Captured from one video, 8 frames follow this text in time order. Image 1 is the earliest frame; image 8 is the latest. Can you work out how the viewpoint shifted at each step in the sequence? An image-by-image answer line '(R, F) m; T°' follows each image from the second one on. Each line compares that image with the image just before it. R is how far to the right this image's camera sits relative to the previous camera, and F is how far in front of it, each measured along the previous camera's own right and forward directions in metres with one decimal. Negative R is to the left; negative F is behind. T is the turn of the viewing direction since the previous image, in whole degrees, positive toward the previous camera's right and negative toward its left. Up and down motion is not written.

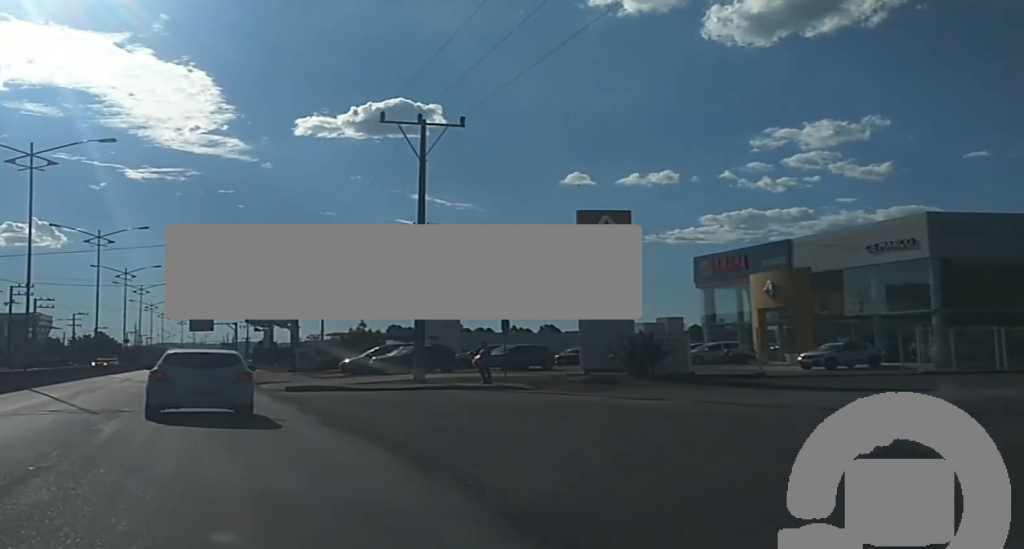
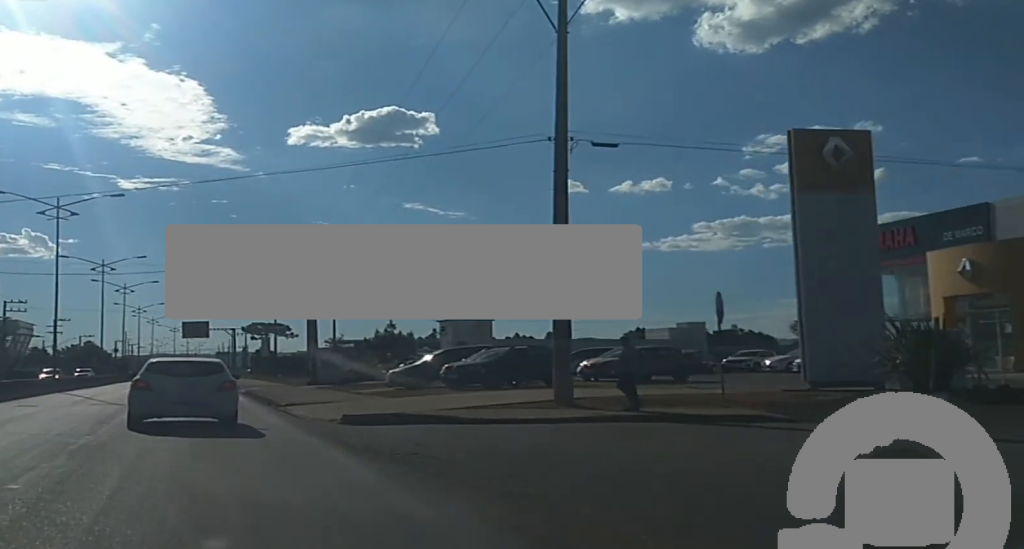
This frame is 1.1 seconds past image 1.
(0.0, +15.1) m; 0°
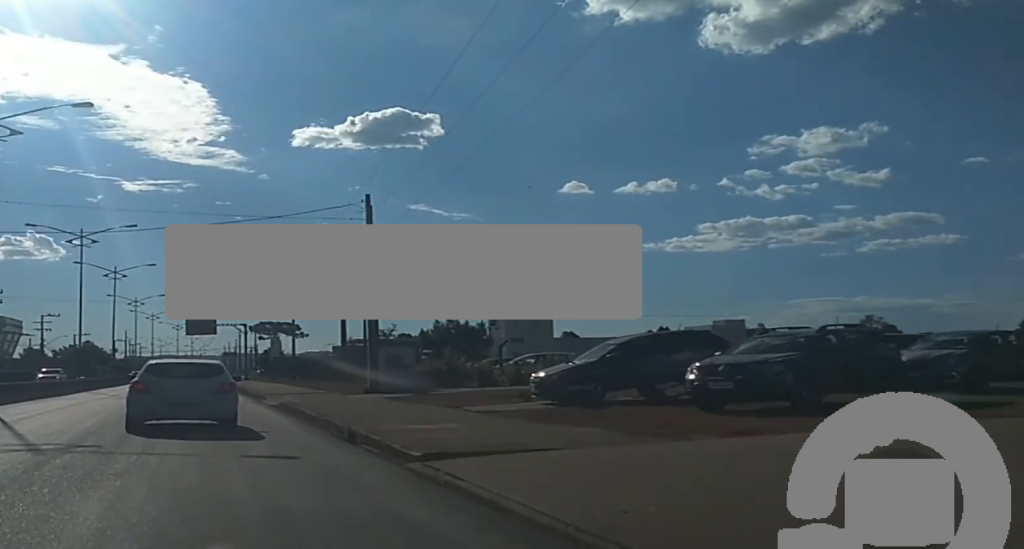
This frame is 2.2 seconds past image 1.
(0.0, +16.8) m; 0°
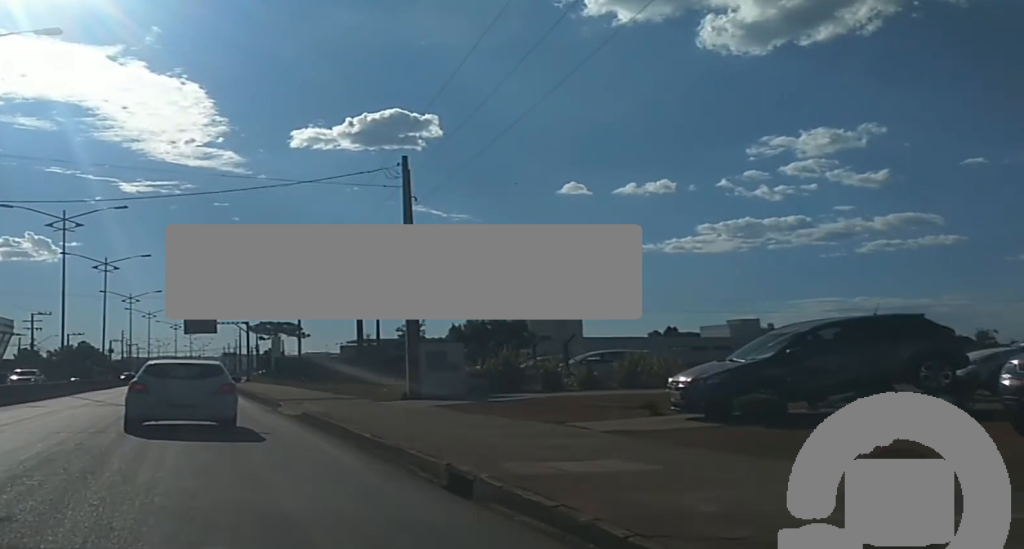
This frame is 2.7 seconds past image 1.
(0.0, +7.1) m; 0°
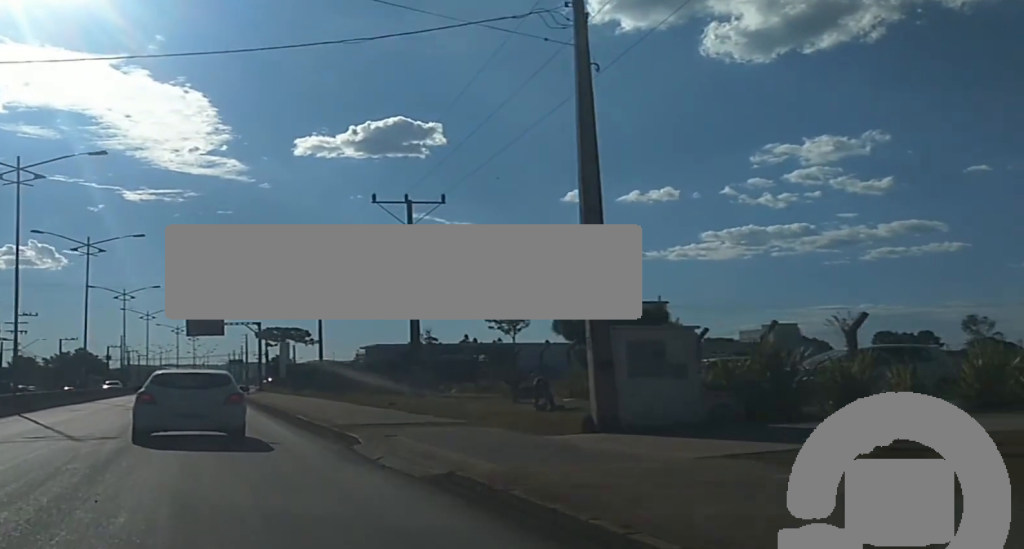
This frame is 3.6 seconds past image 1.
(0.0, +14.5) m; -1°
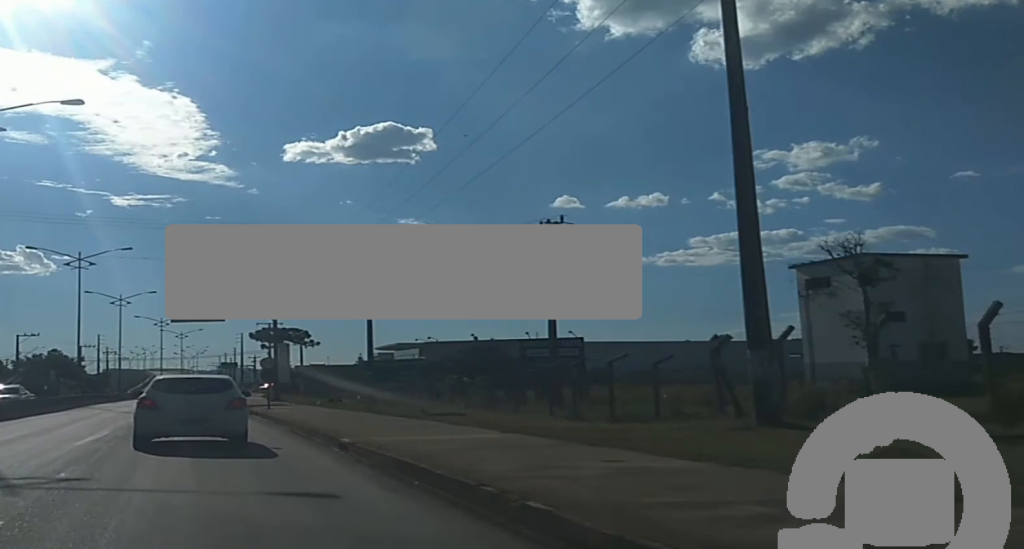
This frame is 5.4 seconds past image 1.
(-0.4, +29.1) m; -1°
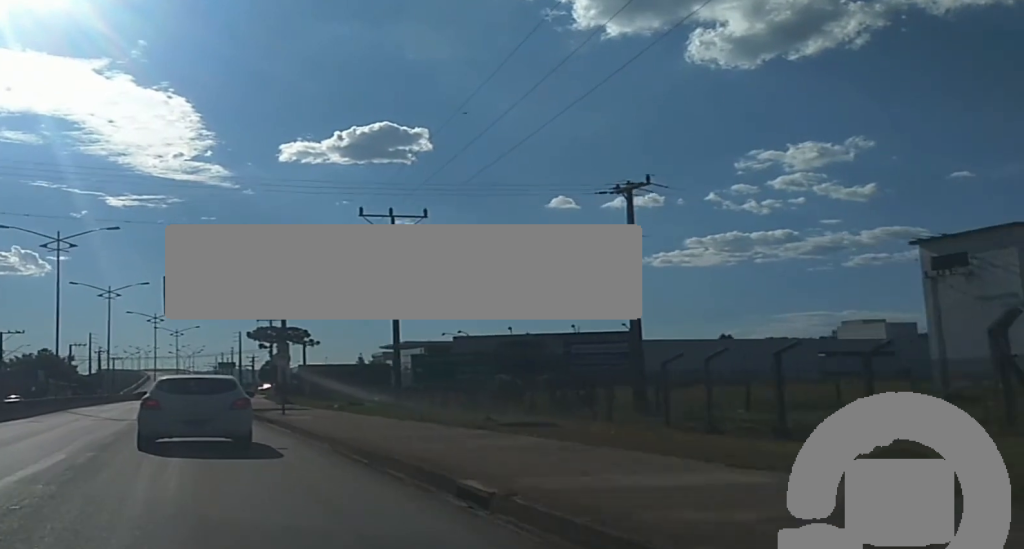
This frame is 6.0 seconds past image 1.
(0.0, +9.1) m; 0°
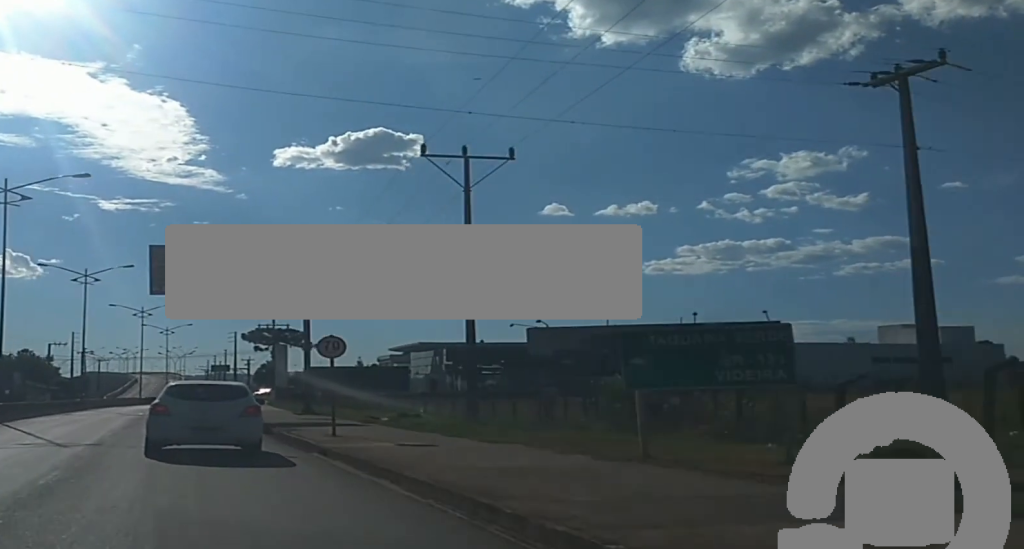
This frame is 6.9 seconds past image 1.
(-0.1, +14.4) m; +1°
